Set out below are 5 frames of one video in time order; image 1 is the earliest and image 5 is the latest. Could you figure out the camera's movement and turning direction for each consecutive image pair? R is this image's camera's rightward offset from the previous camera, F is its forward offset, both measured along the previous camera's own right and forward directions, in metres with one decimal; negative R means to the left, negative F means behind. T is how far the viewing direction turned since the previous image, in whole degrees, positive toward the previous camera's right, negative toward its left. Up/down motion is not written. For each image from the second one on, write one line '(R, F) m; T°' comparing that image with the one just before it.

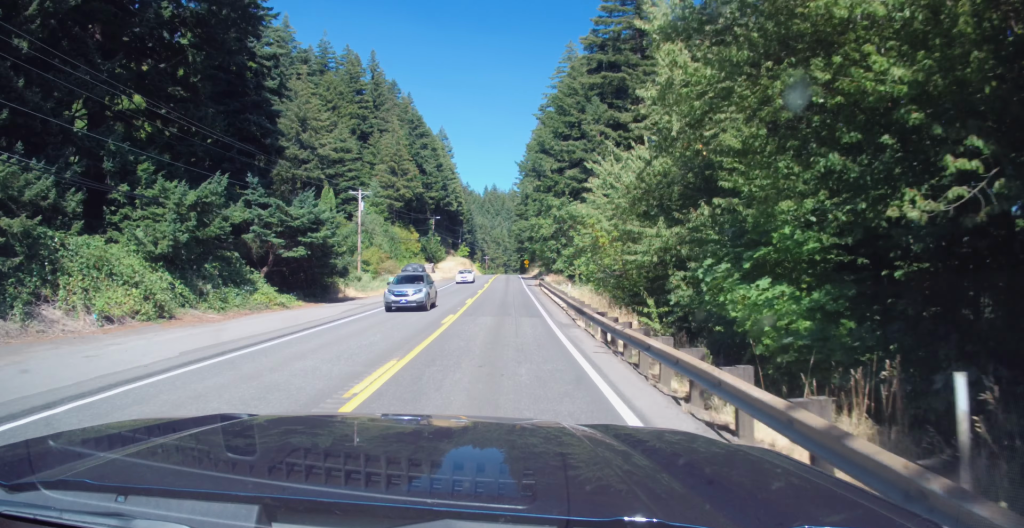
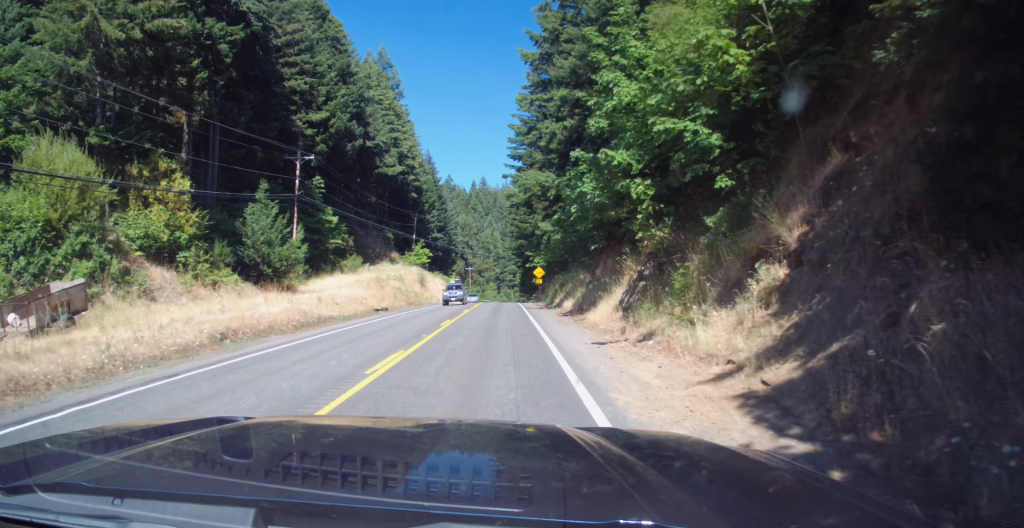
(+0.2, +81.9) m; 0°
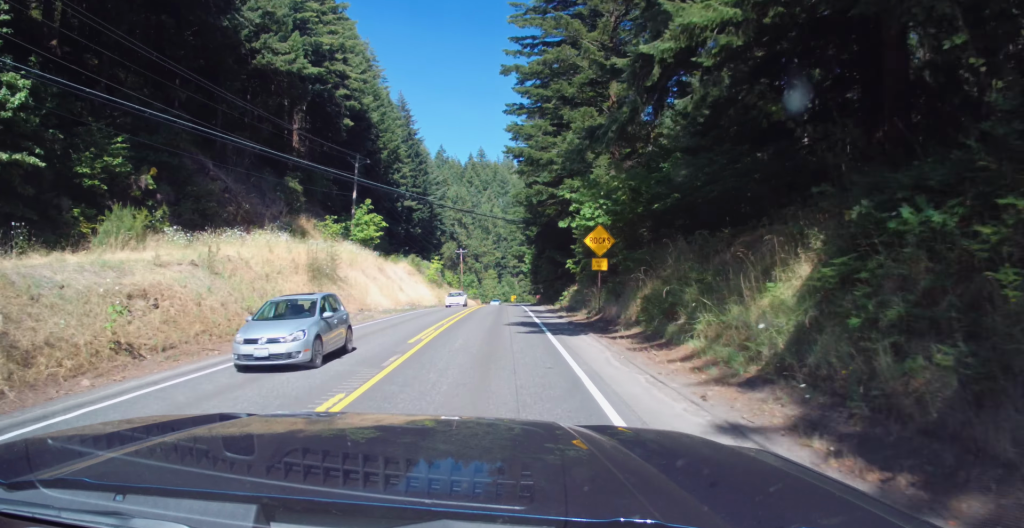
(-0.2, +42.5) m; 0°
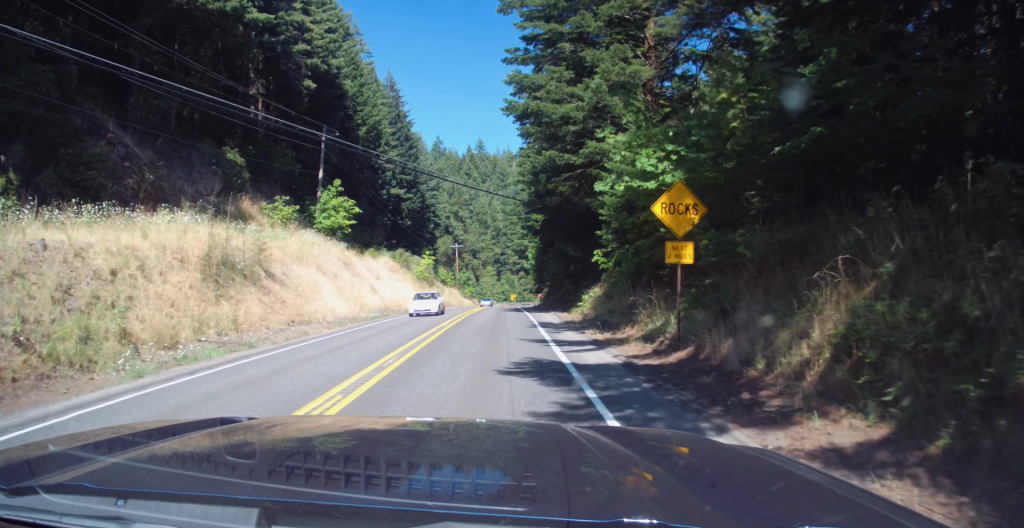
(+0.1, +11.8) m; -1°
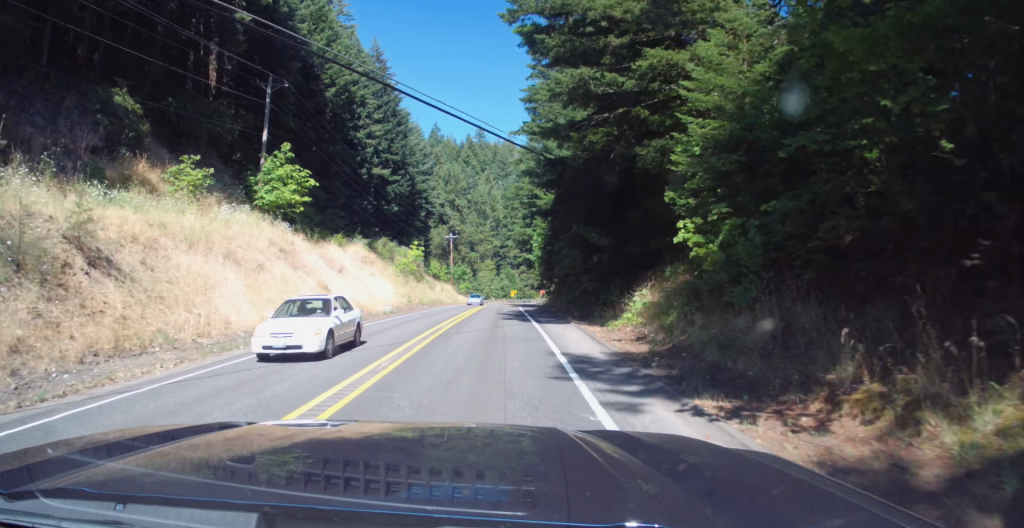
(+0.3, +12.7) m; -1°
